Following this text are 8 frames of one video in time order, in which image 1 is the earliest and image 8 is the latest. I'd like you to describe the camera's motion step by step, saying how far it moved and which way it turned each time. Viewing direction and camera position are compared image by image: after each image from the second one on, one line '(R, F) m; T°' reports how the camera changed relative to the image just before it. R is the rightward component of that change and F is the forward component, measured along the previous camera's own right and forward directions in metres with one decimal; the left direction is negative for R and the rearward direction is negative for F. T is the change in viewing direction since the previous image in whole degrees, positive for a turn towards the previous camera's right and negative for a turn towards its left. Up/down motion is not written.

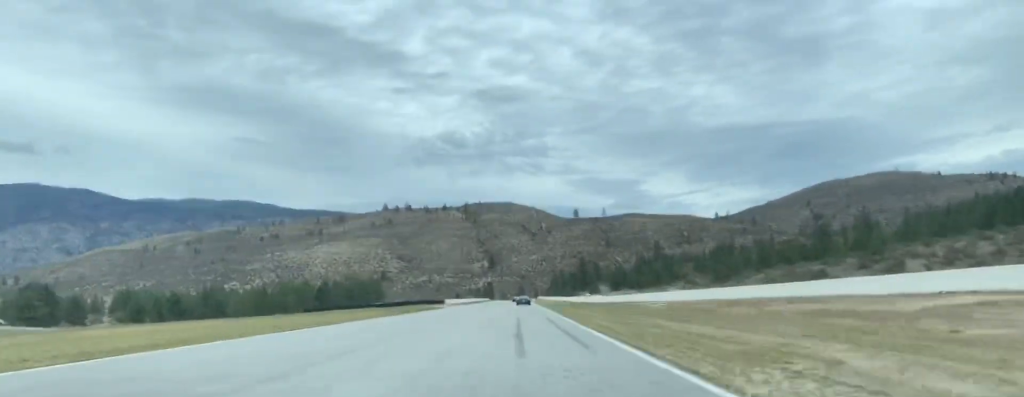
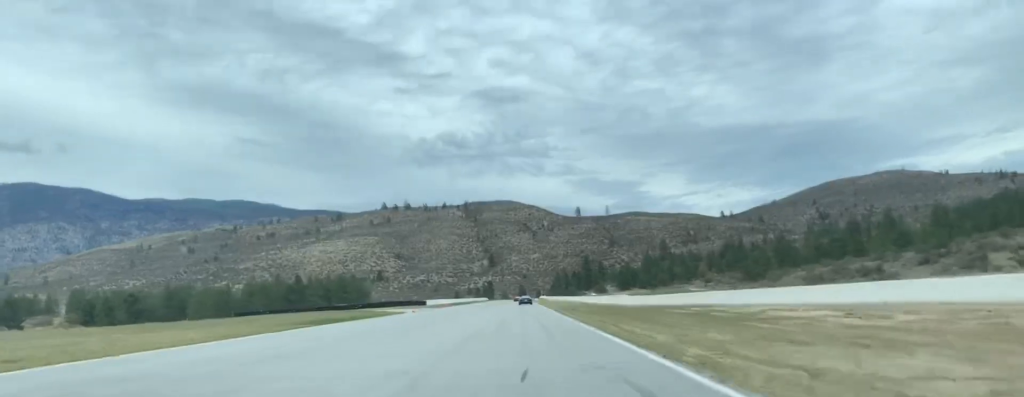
(+0.3, +36.3) m; 0°
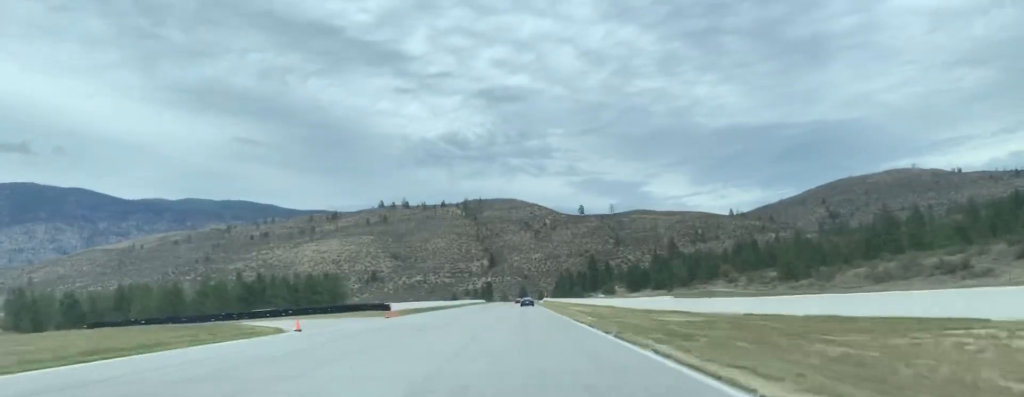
(0.0, +37.0) m; 0°
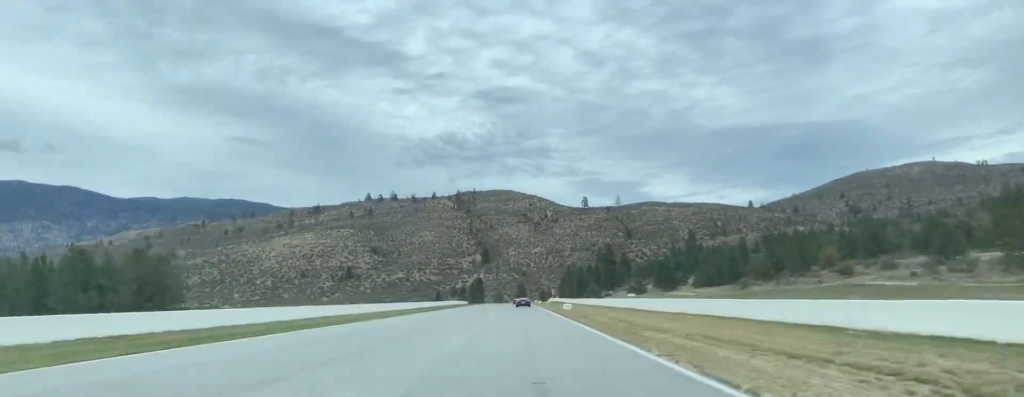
(-0.4, +108.7) m; -1°
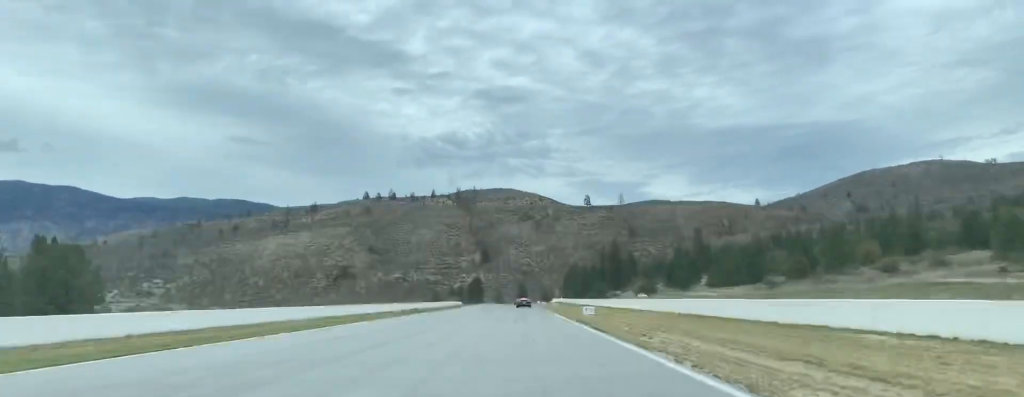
(-0.2, +24.0) m; 0°
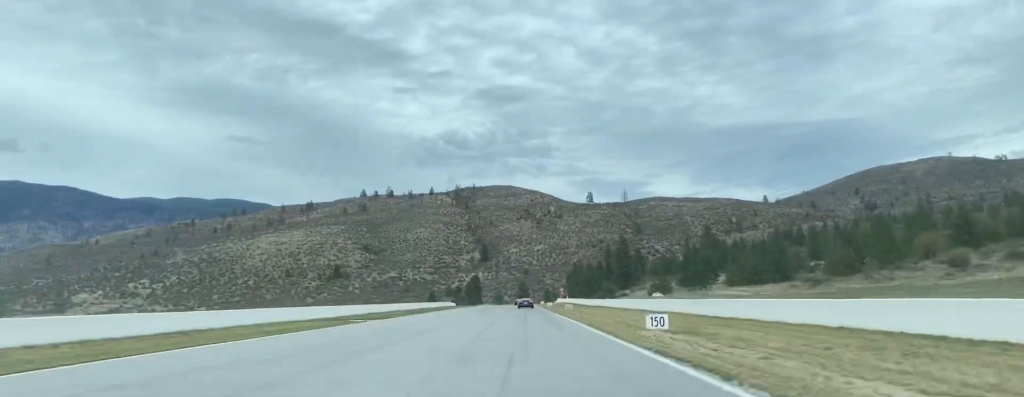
(-0.1, +26.6) m; 0°
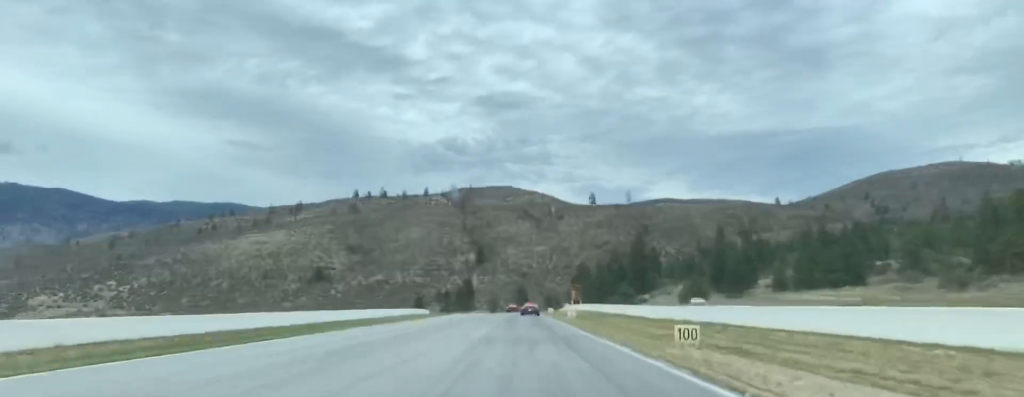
(0.0, +53.2) m; 0°
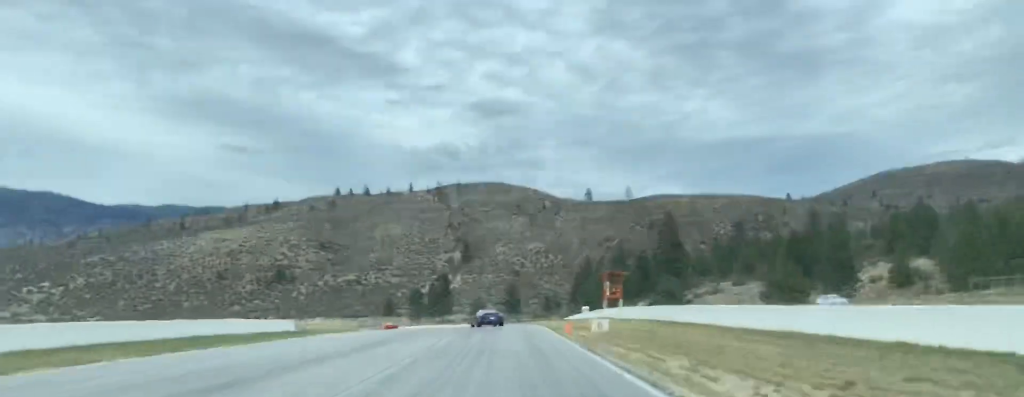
(+0.7, +83.1) m; 0°
